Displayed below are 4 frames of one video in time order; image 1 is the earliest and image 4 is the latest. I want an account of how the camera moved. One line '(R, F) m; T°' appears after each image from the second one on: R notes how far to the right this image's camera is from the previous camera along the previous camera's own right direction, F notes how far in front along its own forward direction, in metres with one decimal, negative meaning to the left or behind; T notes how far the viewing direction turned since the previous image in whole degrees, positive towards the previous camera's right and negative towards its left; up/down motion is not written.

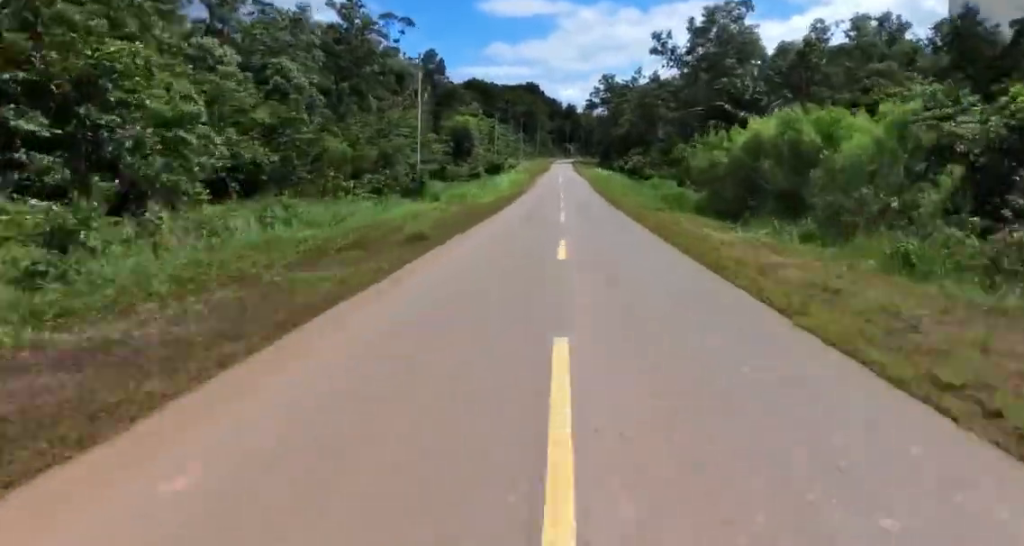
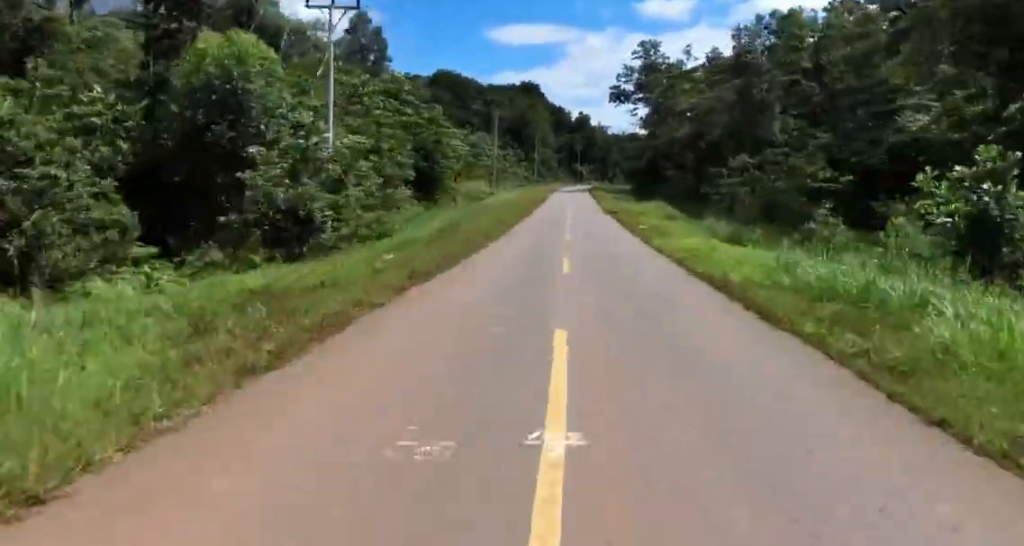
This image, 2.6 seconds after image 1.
(-0.1, +65.7) m; +2°
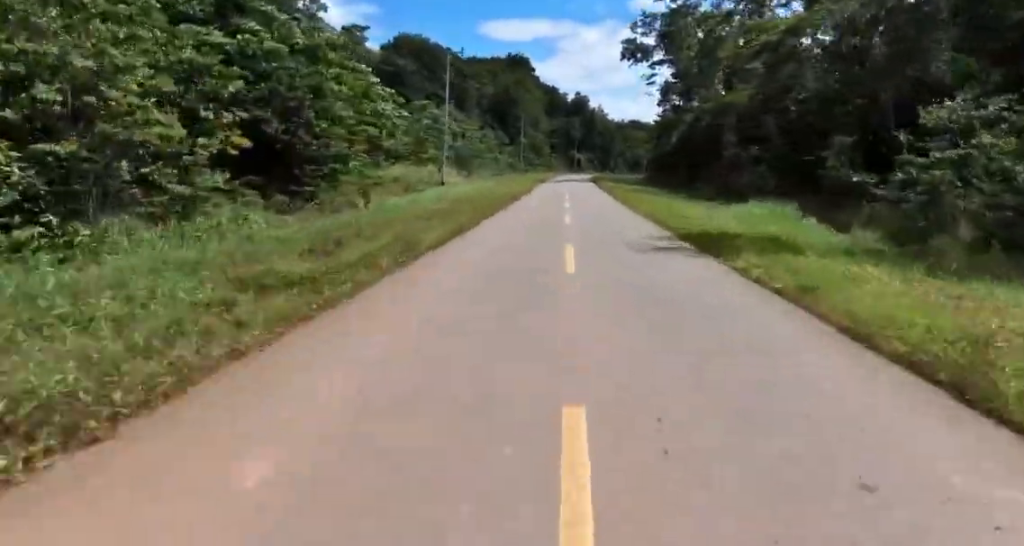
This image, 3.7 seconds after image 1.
(+0.2, +28.7) m; -1°
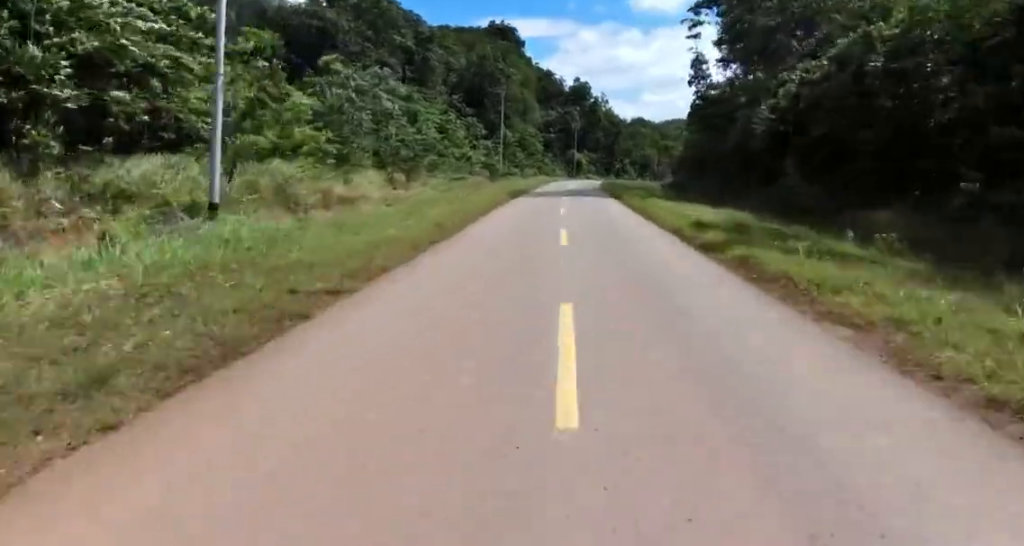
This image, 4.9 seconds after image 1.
(-0.7, +29.2) m; 0°
